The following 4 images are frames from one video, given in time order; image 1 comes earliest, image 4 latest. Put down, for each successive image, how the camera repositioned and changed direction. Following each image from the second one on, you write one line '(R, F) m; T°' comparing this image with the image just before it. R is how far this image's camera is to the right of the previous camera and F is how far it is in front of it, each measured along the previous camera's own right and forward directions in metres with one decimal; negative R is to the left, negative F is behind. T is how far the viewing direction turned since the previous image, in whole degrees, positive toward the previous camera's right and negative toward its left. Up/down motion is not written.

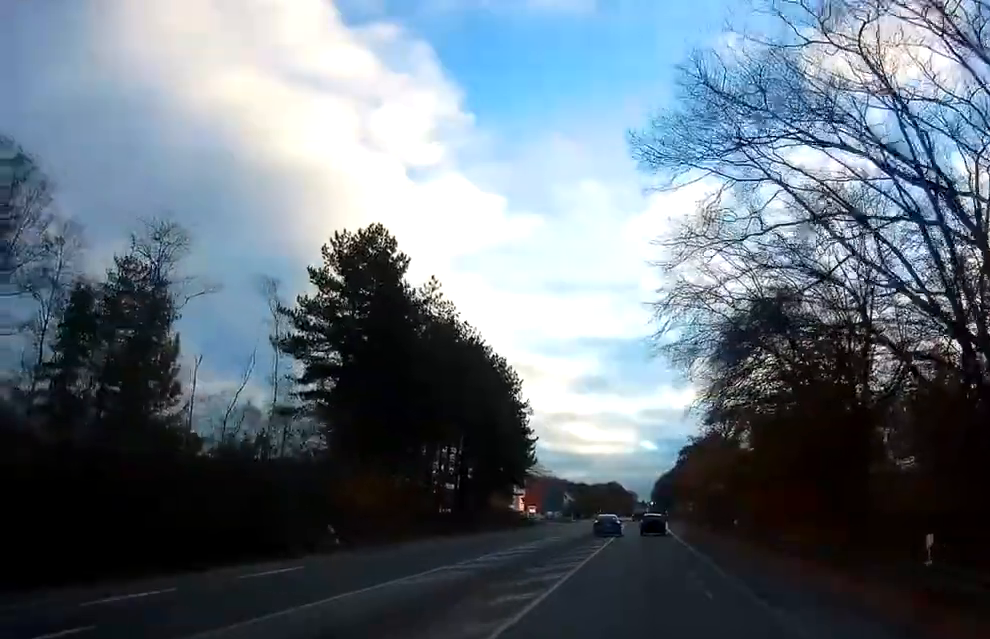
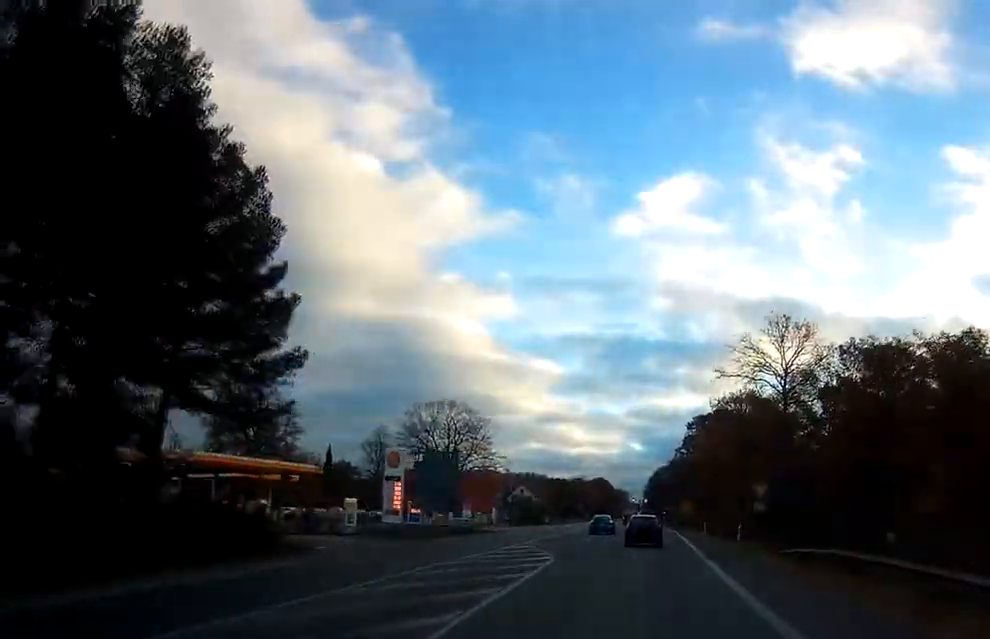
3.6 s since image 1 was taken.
(-1.1, +63.4) m; -2°
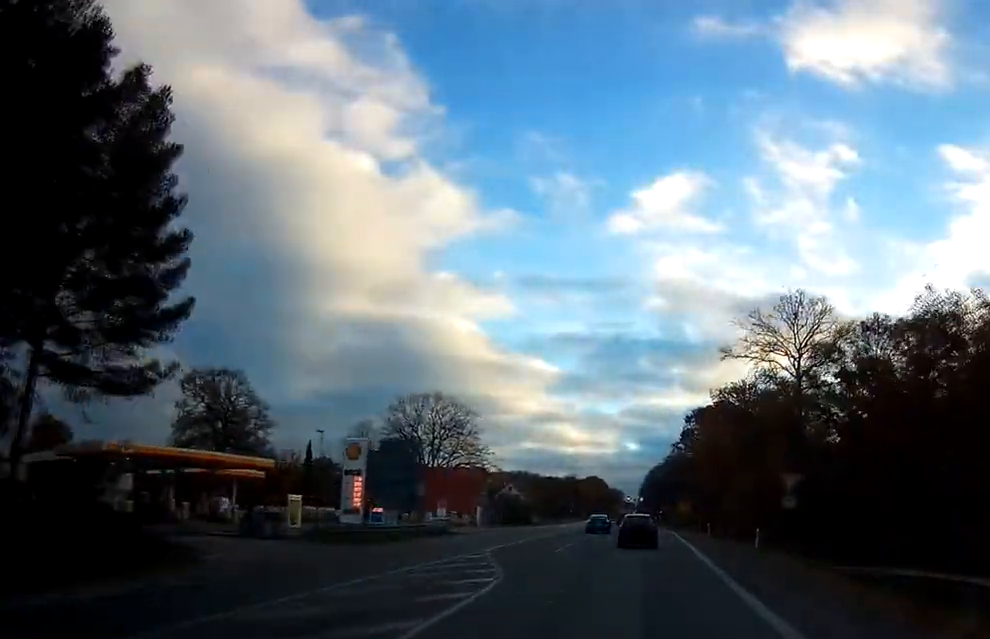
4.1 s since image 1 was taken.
(-0.1, +9.0) m; 0°
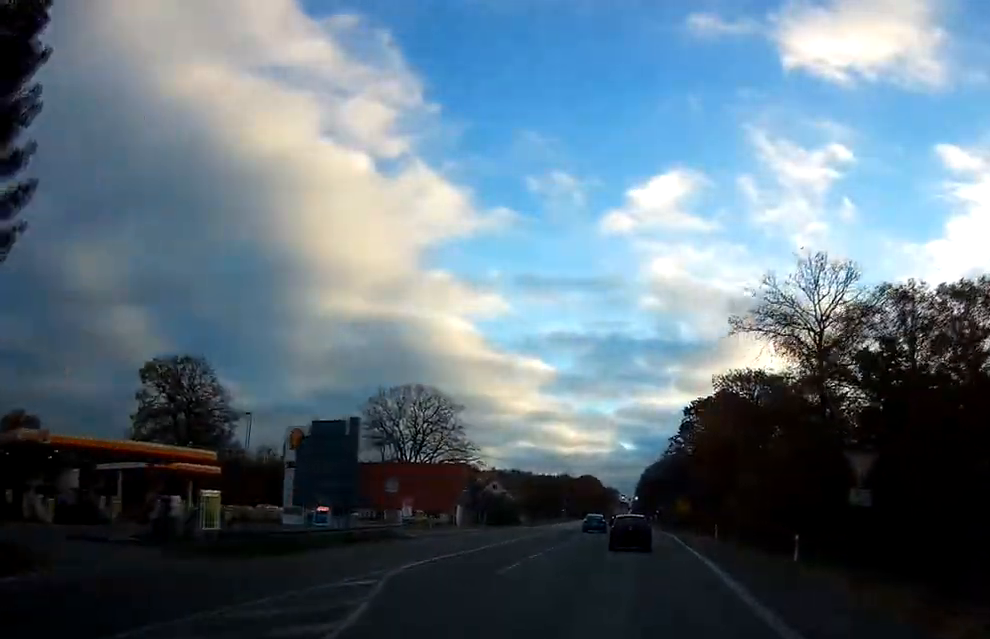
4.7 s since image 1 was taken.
(+0.2, +9.8) m; +1°
